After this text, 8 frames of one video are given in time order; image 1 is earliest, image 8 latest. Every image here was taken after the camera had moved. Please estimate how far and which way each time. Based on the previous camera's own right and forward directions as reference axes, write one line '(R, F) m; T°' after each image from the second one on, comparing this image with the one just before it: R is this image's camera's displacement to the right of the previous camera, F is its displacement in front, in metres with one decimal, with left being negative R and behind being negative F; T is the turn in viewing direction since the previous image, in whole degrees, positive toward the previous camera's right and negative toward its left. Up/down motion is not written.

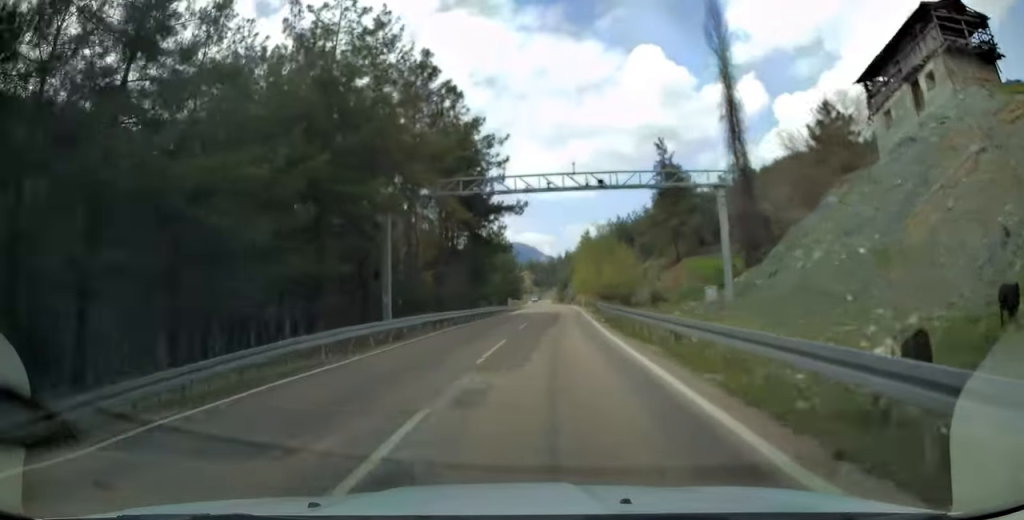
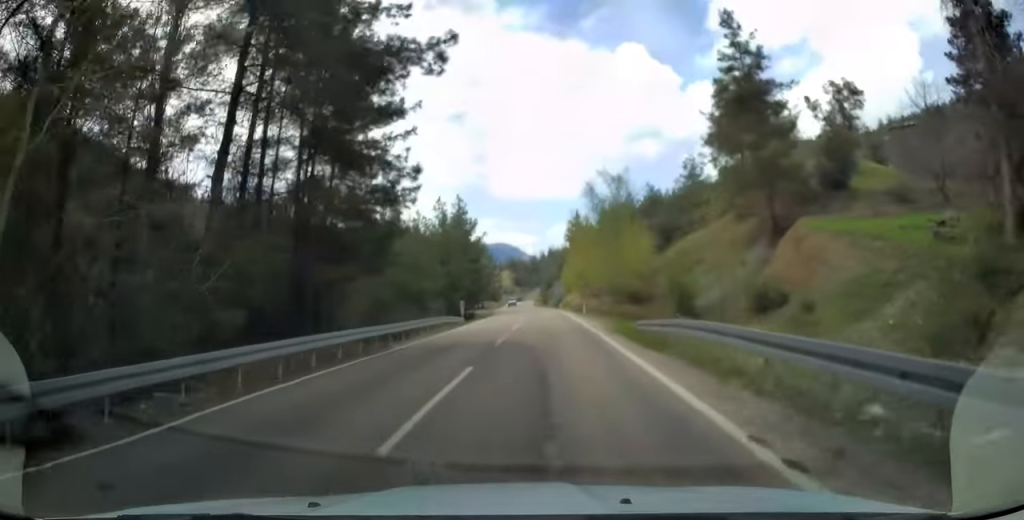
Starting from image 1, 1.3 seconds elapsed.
(+0.6, +30.4) m; +1°
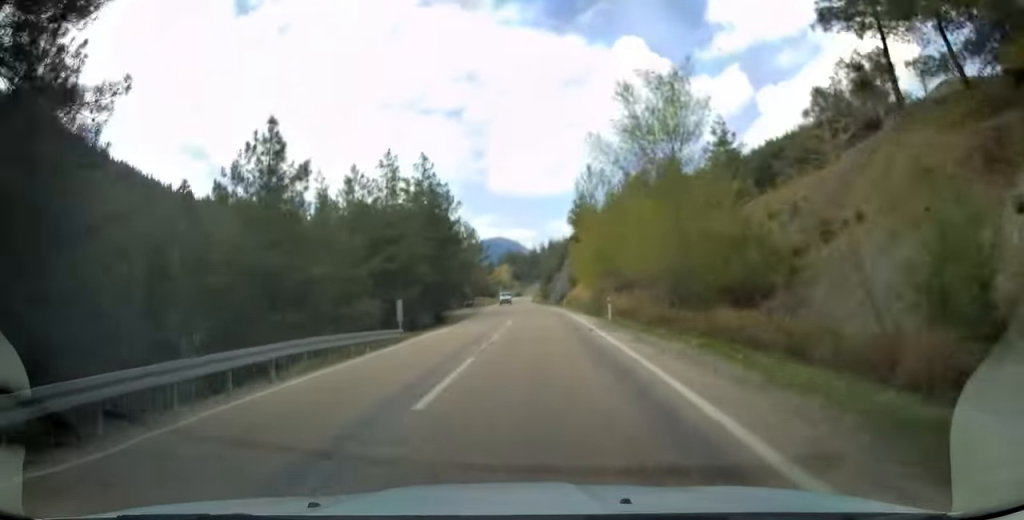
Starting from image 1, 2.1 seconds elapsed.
(+0.1, +20.0) m; 0°
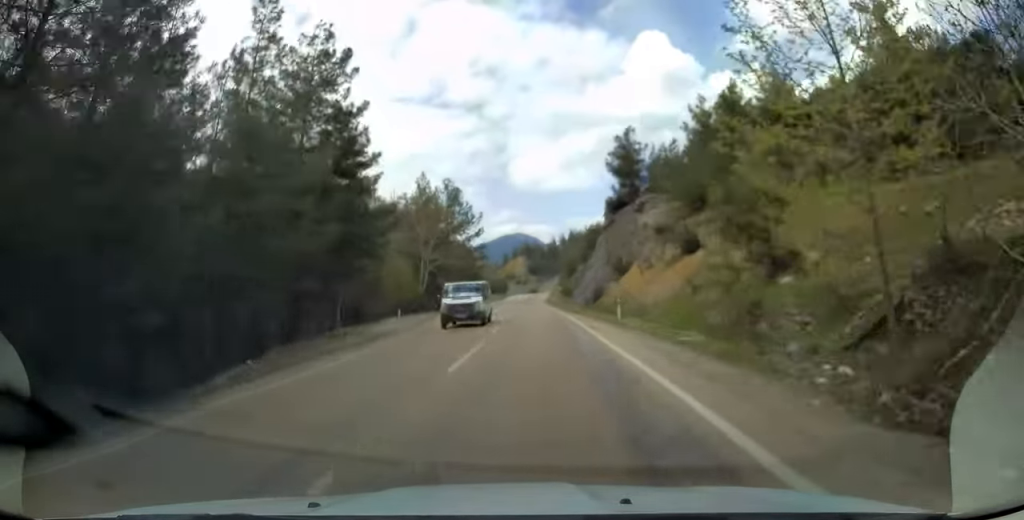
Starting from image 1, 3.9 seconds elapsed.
(+0.1, +41.9) m; 0°
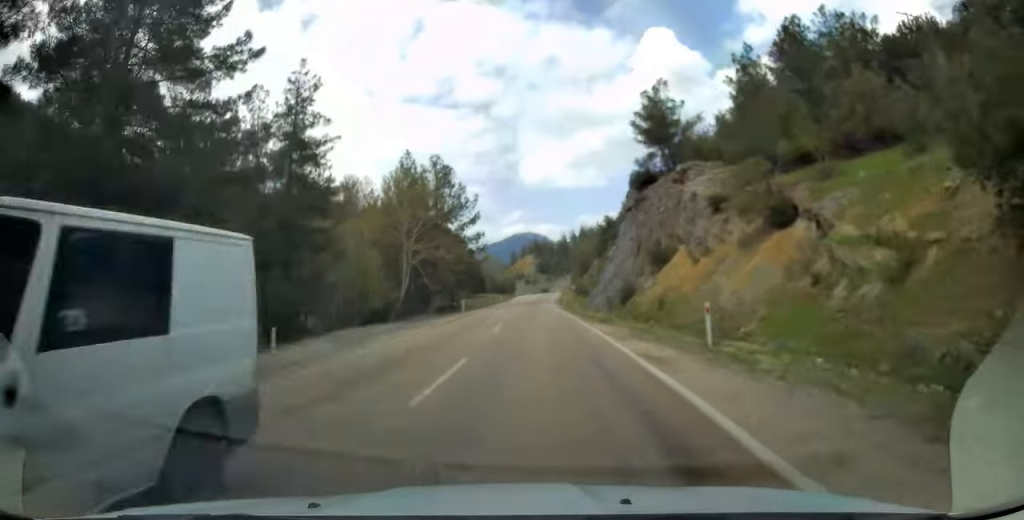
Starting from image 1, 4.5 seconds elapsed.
(-0.2, +14.1) m; -1°
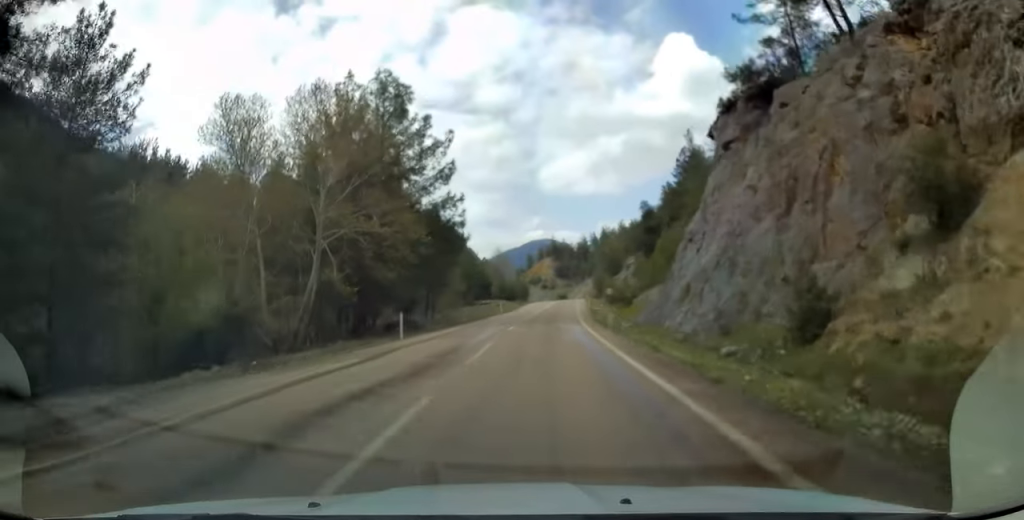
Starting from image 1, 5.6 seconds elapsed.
(-0.6, +27.3) m; -2°
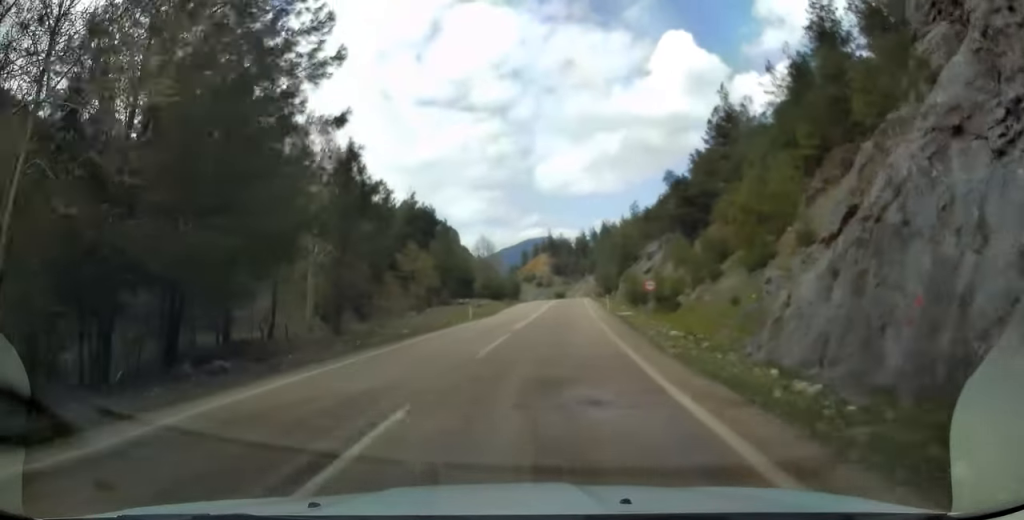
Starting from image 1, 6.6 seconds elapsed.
(-0.1, +22.6) m; 0°
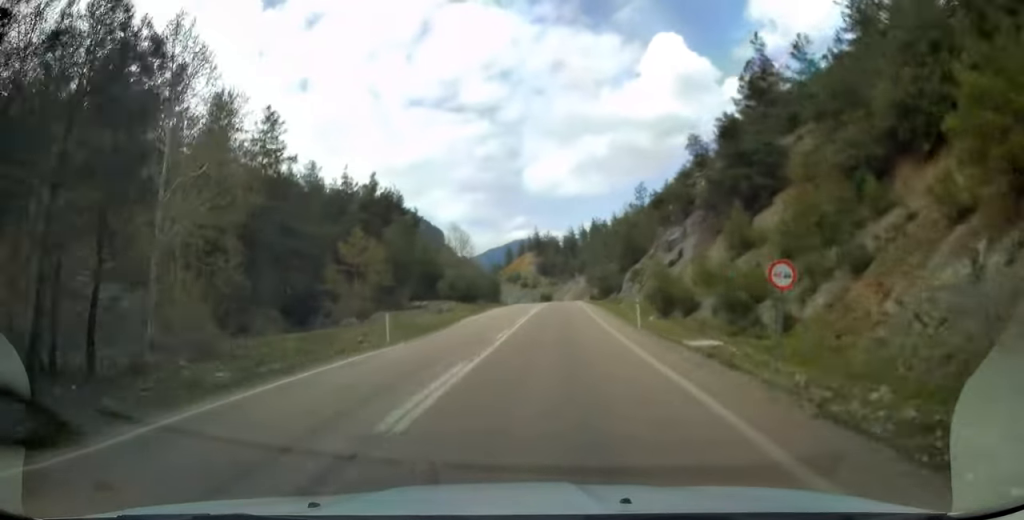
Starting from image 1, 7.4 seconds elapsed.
(0.0, +18.7) m; +1°
